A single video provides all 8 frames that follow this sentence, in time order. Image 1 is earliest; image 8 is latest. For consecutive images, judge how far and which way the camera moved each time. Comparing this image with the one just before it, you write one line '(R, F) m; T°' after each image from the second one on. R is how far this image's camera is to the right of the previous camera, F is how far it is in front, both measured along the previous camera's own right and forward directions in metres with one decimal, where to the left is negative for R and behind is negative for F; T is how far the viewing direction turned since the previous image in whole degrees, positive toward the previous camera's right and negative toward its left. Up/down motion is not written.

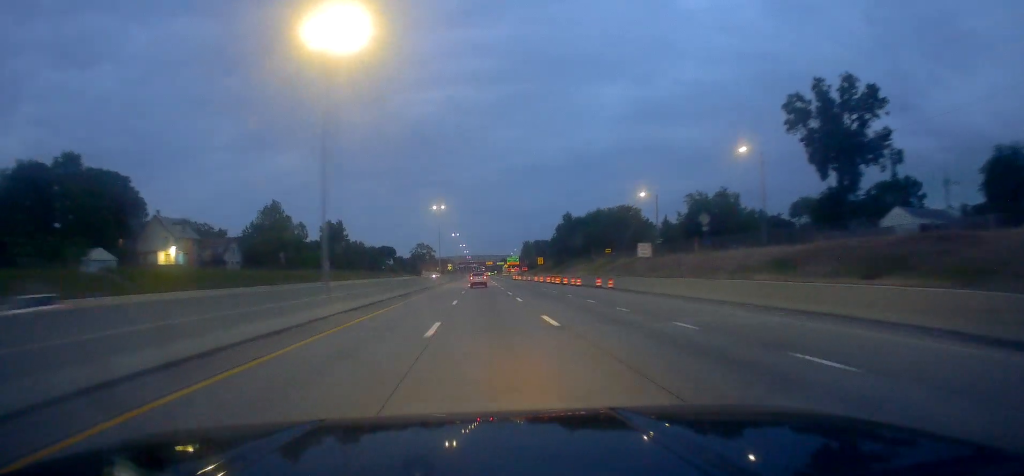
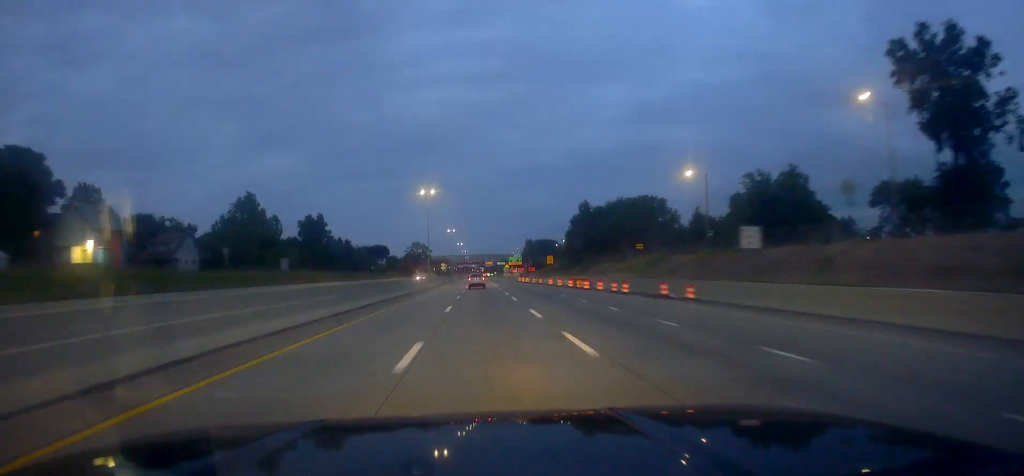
(+0.2, +21.5) m; 0°
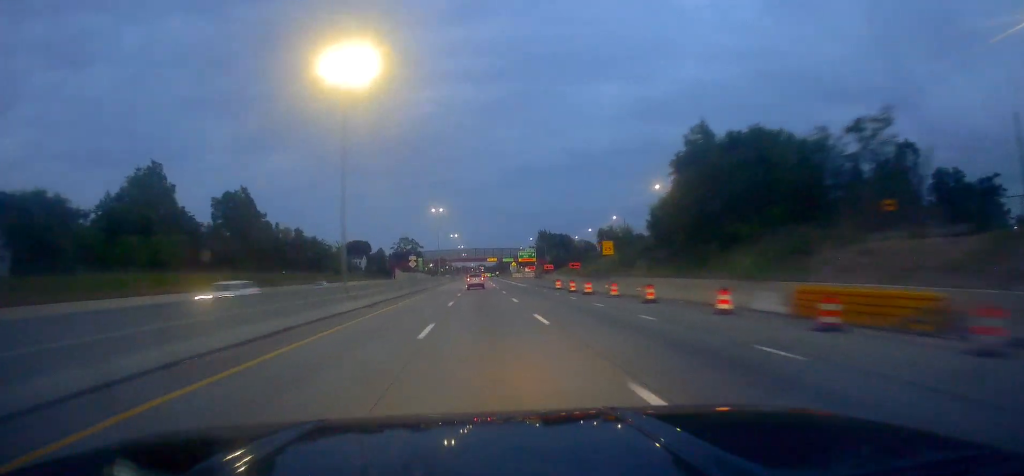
(0.0, +54.2) m; 0°
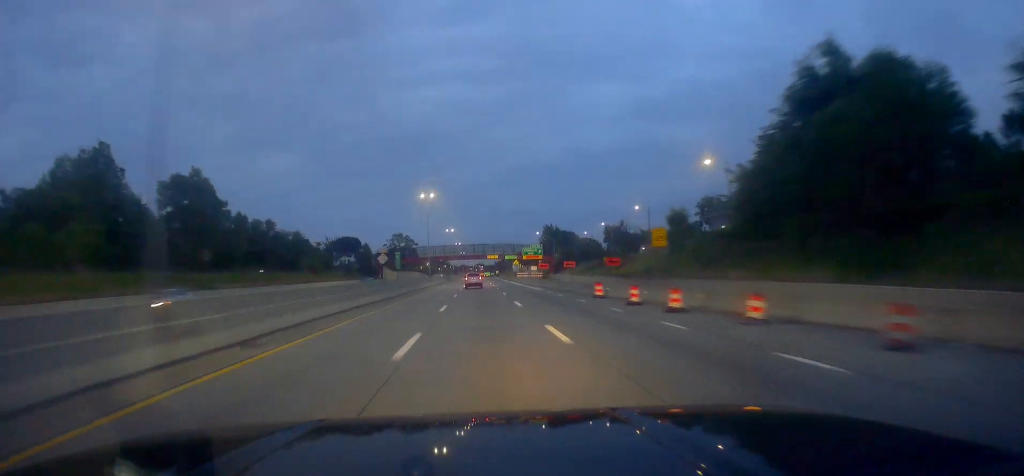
(-0.2, +19.3) m; 0°
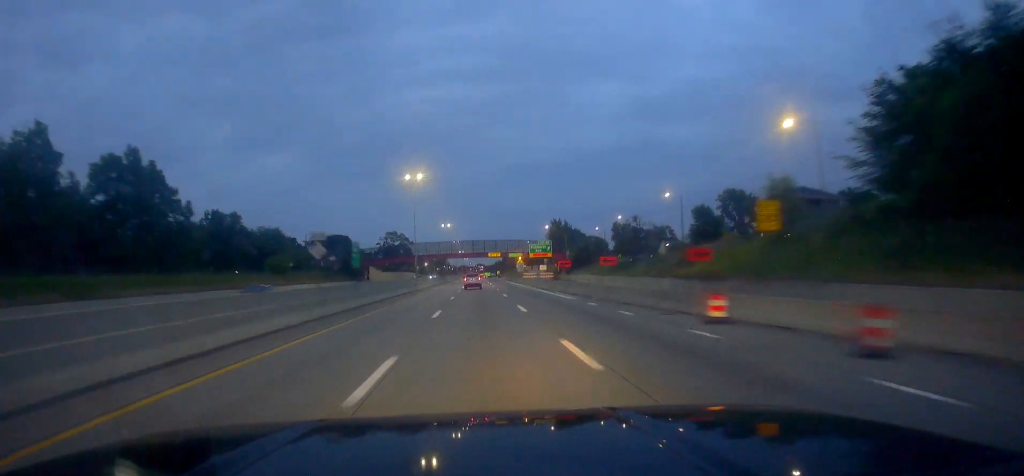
(-0.2, +19.3) m; 0°
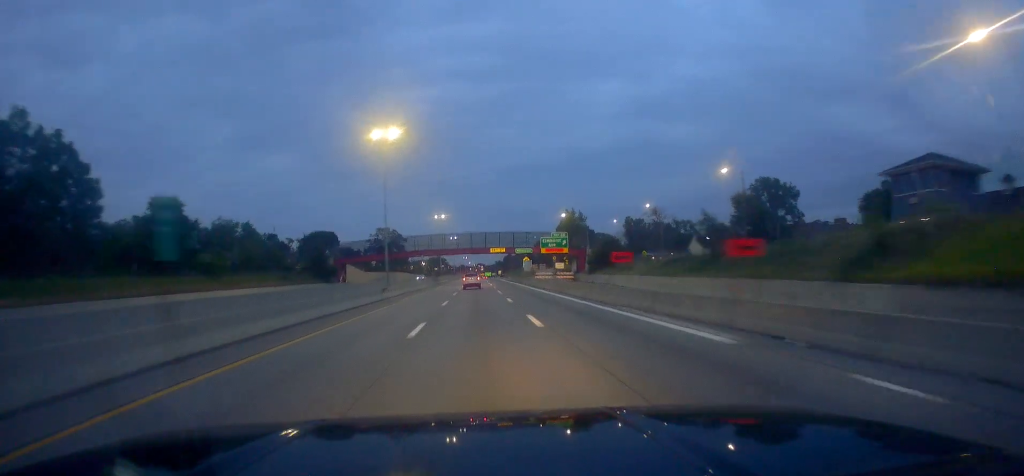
(+0.4, +22.4) m; 0°
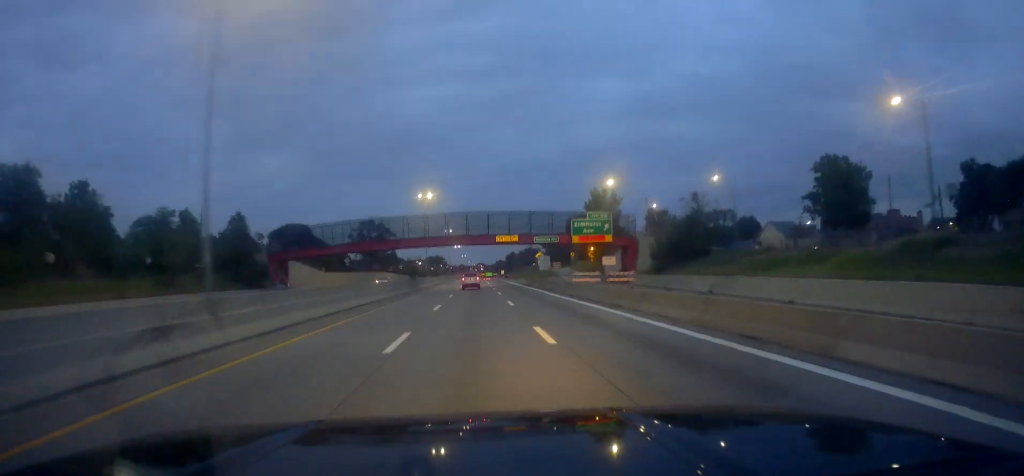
(-0.2, +32.9) m; 0°
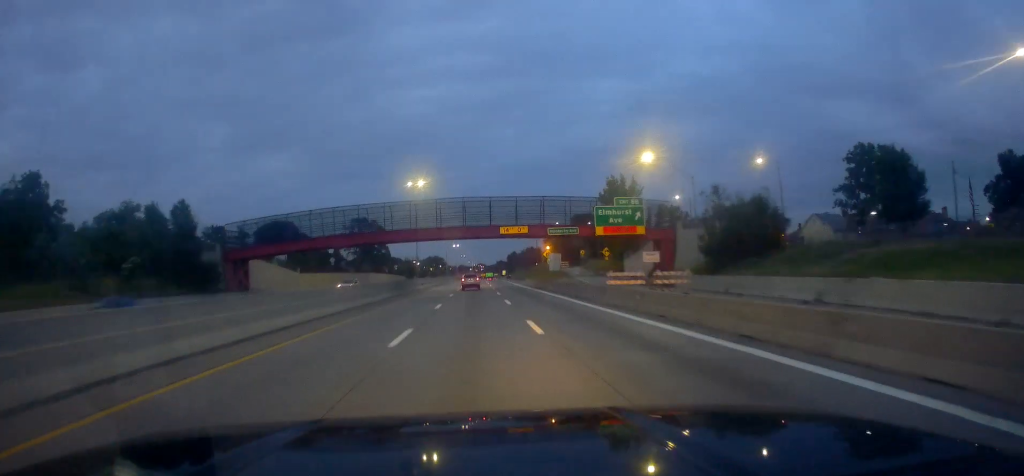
(+0.1, +13.5) m; 0°
